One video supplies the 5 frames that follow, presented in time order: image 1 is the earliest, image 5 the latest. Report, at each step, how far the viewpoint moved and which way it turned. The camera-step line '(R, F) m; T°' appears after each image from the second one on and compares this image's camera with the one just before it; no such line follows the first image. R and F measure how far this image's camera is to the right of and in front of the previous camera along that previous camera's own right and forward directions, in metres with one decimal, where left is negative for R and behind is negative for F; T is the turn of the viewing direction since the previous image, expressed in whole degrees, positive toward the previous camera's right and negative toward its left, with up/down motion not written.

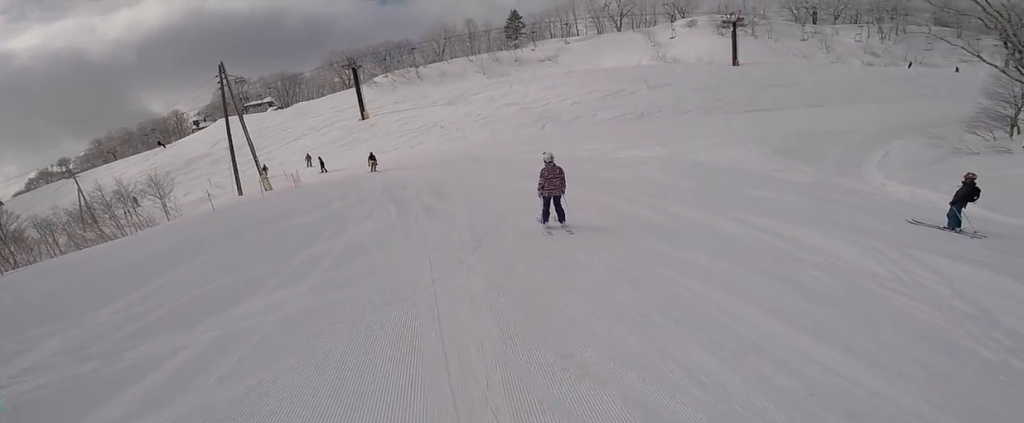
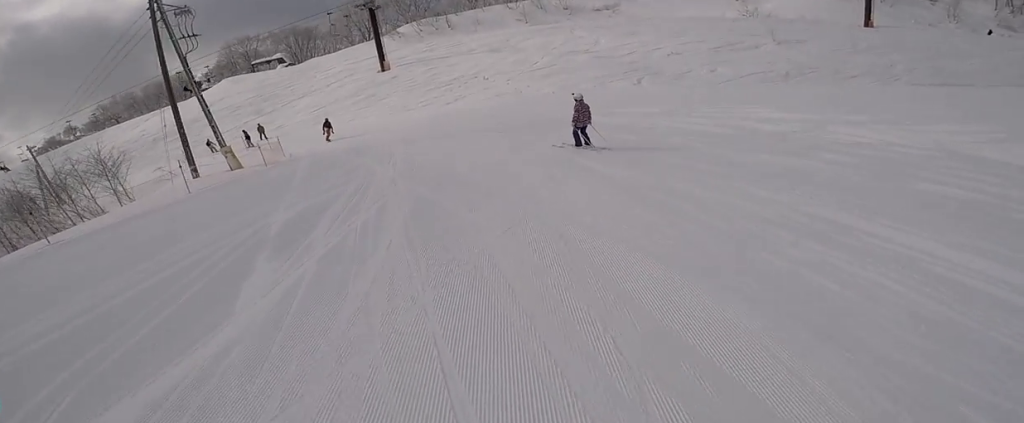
(+0.8, +11.7) m; +2°
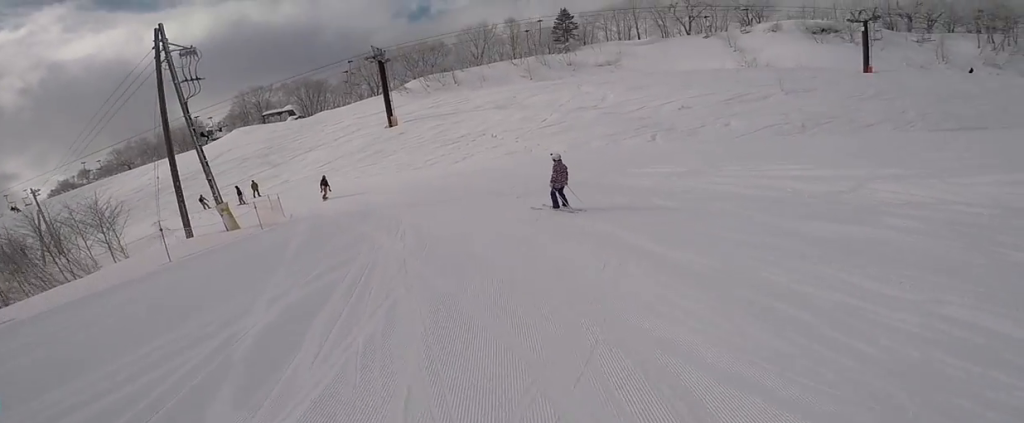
(-0.1, +2.0) m; -1°
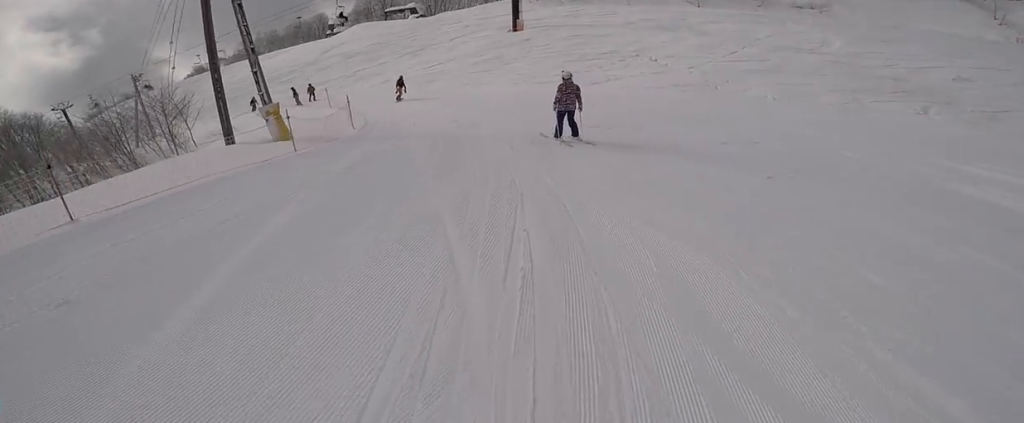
(-0.2, +7.0) m; 0°
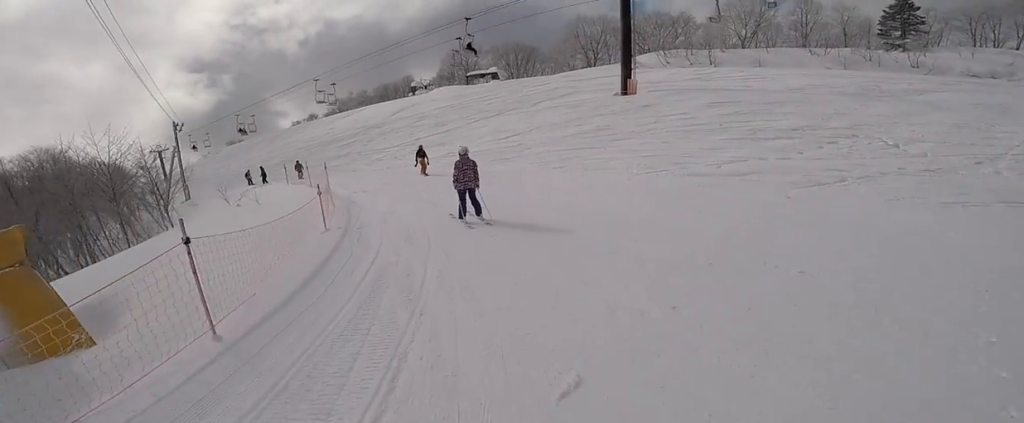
(-1.9, +10.7) m; -24°
